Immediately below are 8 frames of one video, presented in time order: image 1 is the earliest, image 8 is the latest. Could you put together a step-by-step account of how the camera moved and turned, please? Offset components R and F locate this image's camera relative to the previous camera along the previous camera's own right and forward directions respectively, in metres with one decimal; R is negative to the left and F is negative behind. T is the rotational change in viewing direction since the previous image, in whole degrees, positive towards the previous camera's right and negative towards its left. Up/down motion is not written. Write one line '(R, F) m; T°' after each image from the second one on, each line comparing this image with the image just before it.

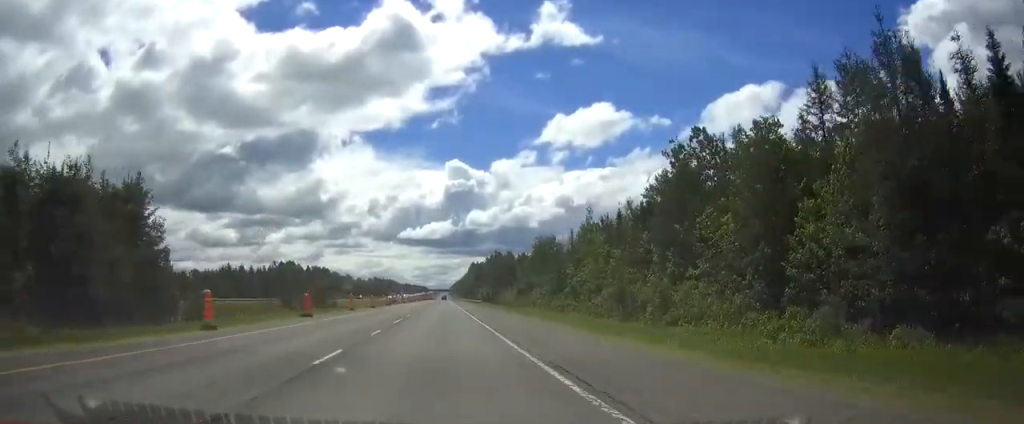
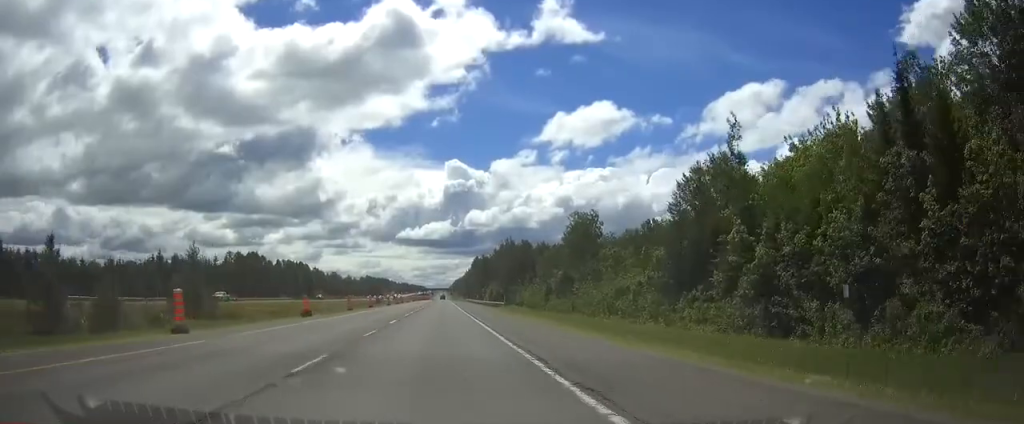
(0.0, +55.6) m; 0°
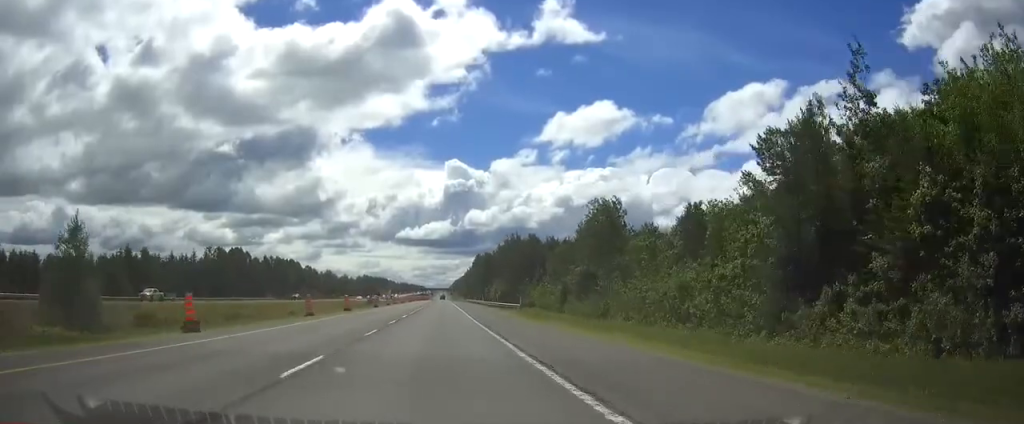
(-0.1, +18.6) m; 0°
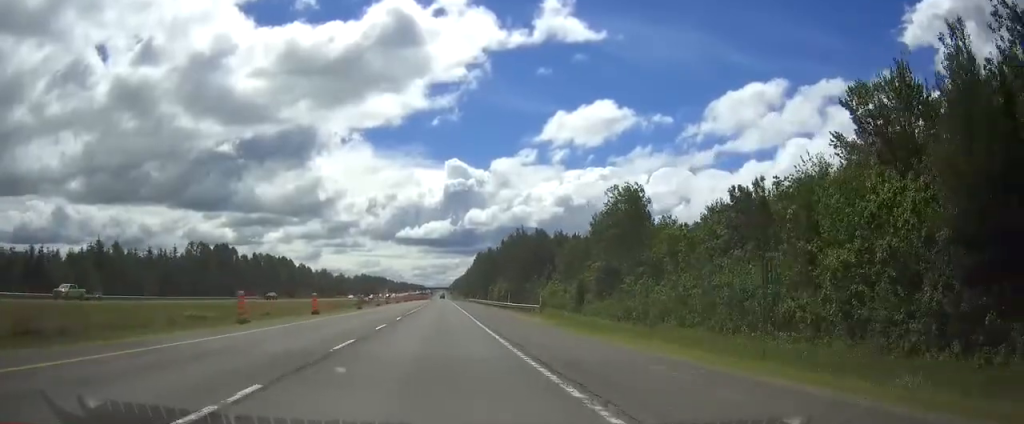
(0.0, +14.2) m; 0°
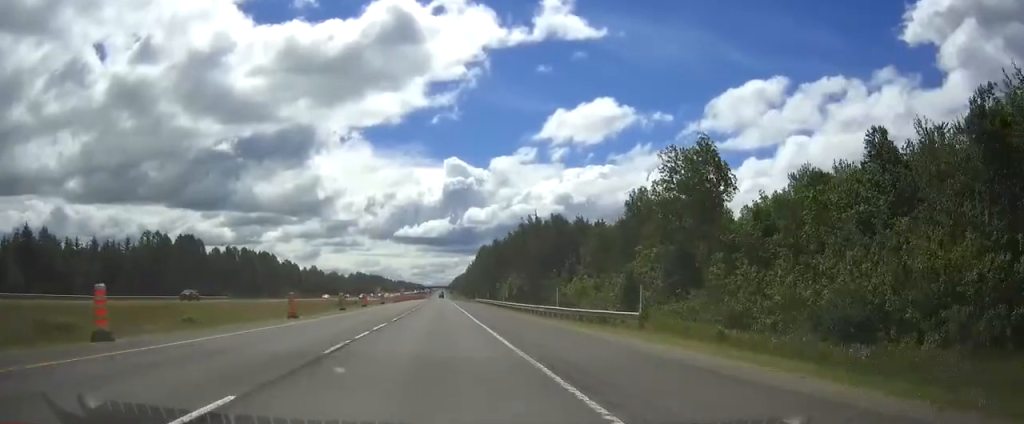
(+0.2, +28.5) m; 0°
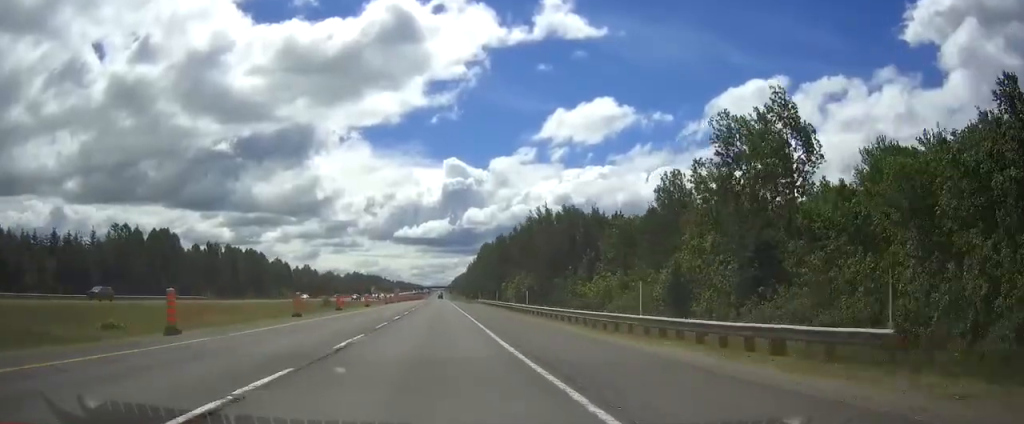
(0.0, +16.4) m; 0°
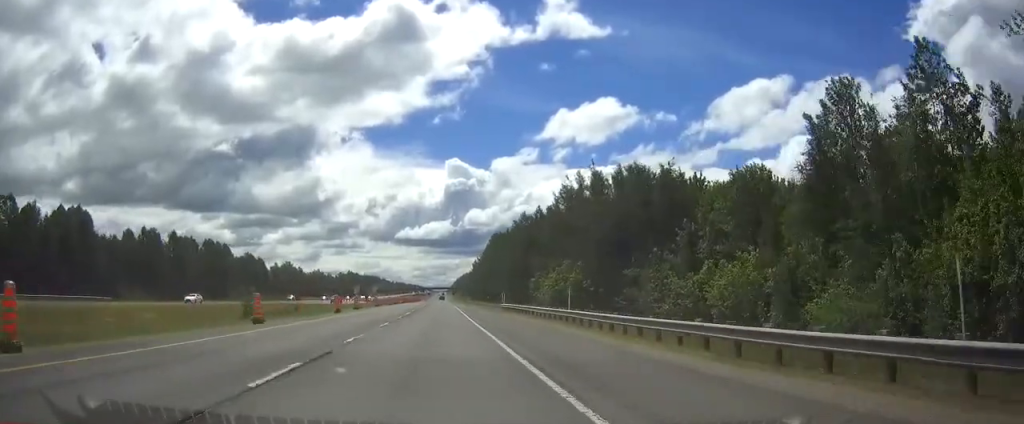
(-0.1, +43.6) m; 0°
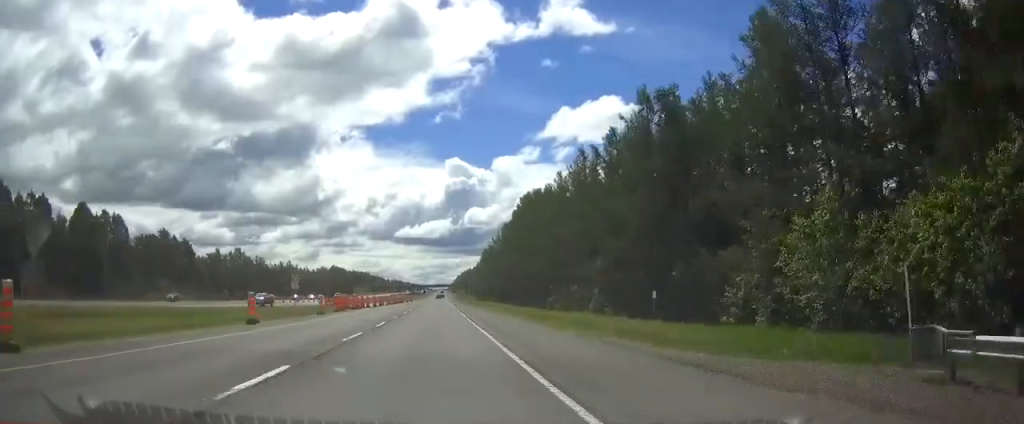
(-0.2, +72.9) m; 0°
